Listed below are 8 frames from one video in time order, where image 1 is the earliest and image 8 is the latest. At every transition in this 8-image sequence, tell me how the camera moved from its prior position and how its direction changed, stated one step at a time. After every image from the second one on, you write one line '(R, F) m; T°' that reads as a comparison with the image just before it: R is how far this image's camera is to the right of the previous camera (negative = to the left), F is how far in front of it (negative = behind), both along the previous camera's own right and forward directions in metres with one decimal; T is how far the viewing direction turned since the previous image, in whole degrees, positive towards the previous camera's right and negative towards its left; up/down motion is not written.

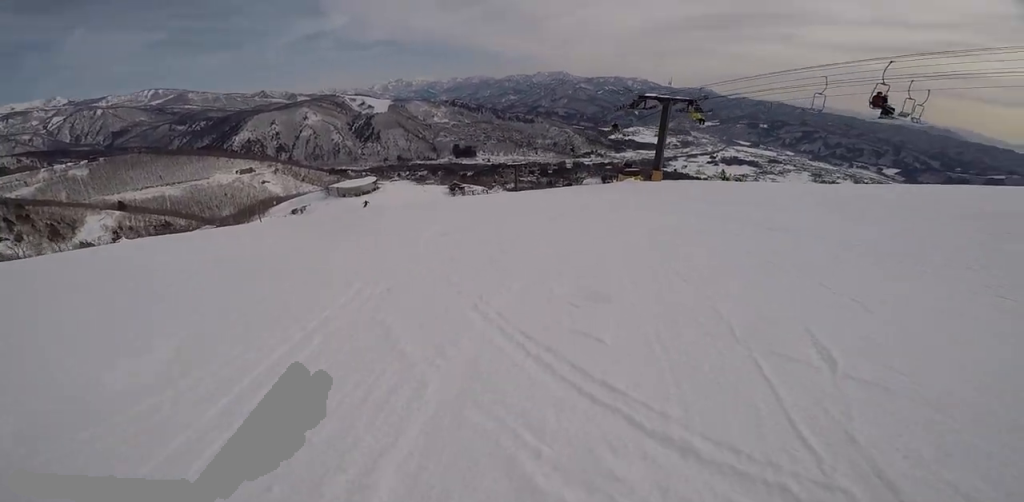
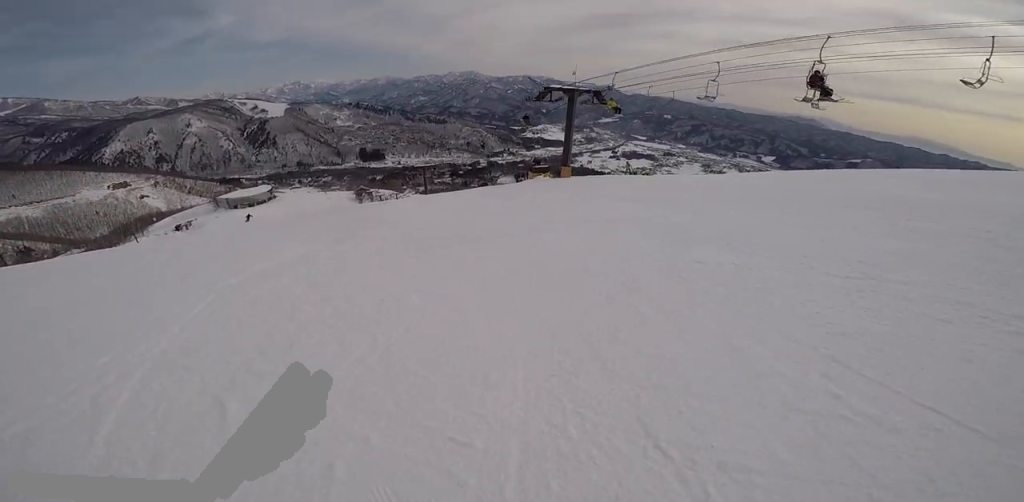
(-0.2, +3.1) m; +7°
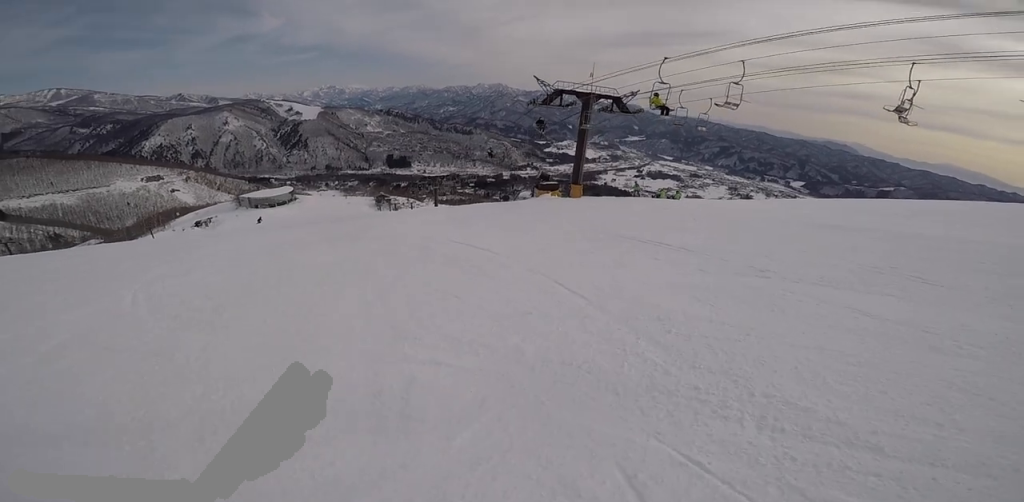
(+1.1, +5.7) m; -2°
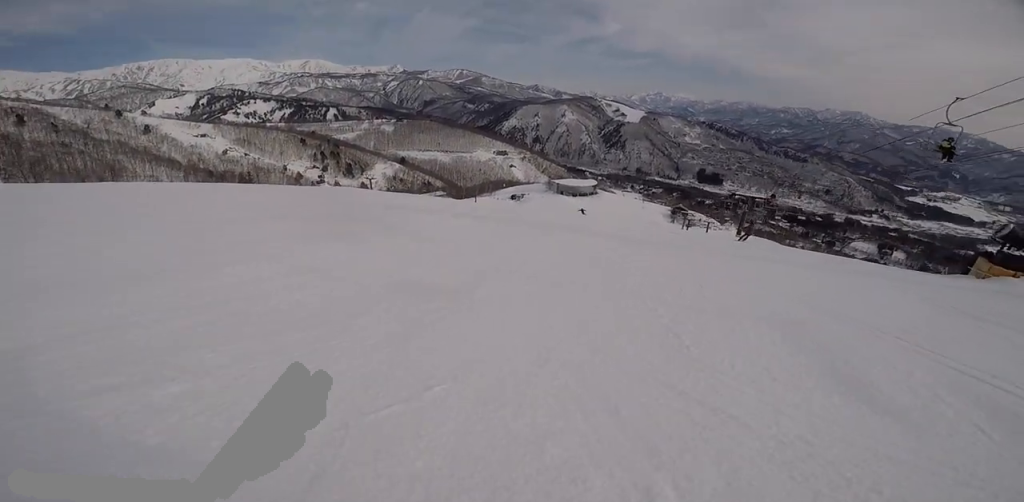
(-7.4, +10.9) m; -77°
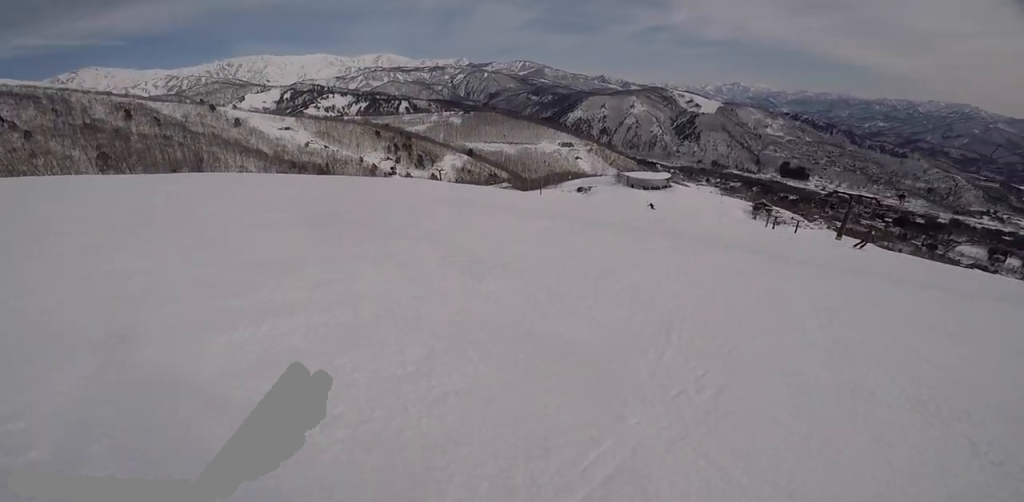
(-1.0, +2.7) m; -6°
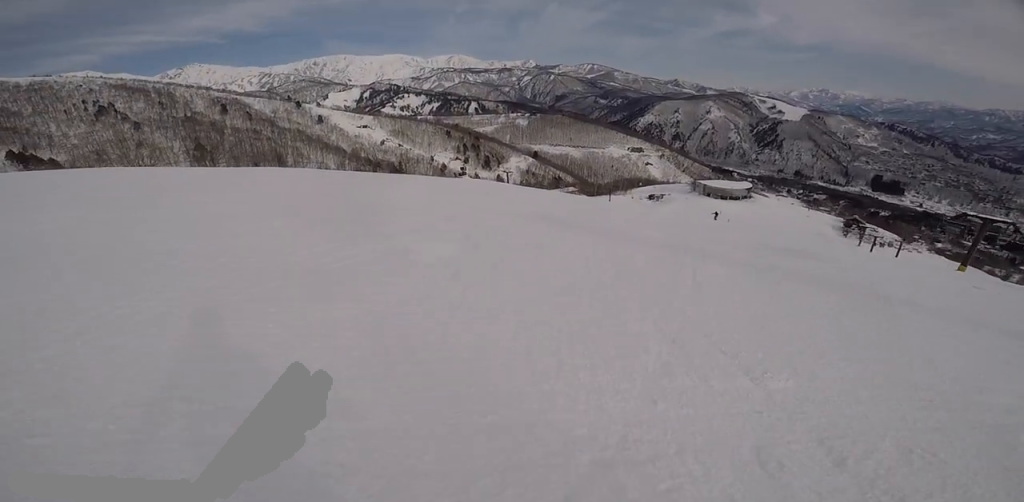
(-0.5, +4.5) m; -2°
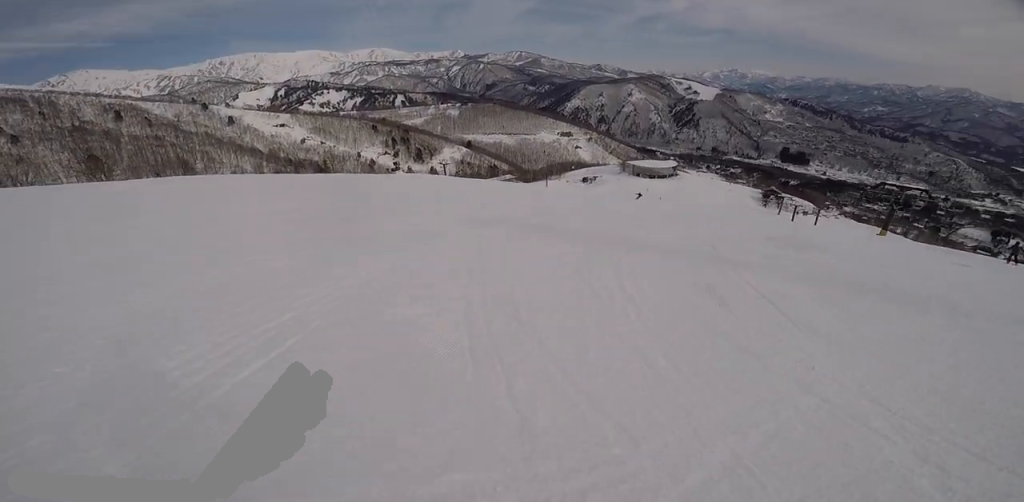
(+0.4, +3.3) m; +5°
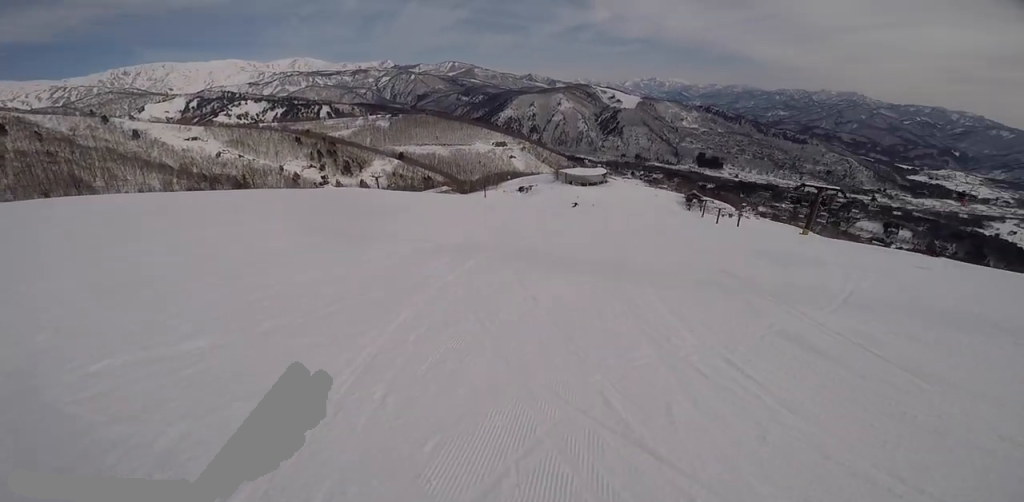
(+0.1, +2.7) m; +7°
